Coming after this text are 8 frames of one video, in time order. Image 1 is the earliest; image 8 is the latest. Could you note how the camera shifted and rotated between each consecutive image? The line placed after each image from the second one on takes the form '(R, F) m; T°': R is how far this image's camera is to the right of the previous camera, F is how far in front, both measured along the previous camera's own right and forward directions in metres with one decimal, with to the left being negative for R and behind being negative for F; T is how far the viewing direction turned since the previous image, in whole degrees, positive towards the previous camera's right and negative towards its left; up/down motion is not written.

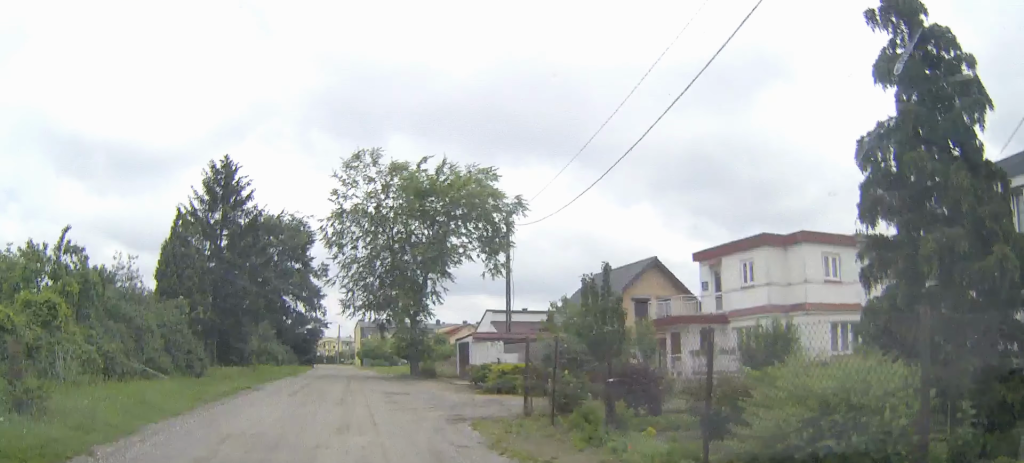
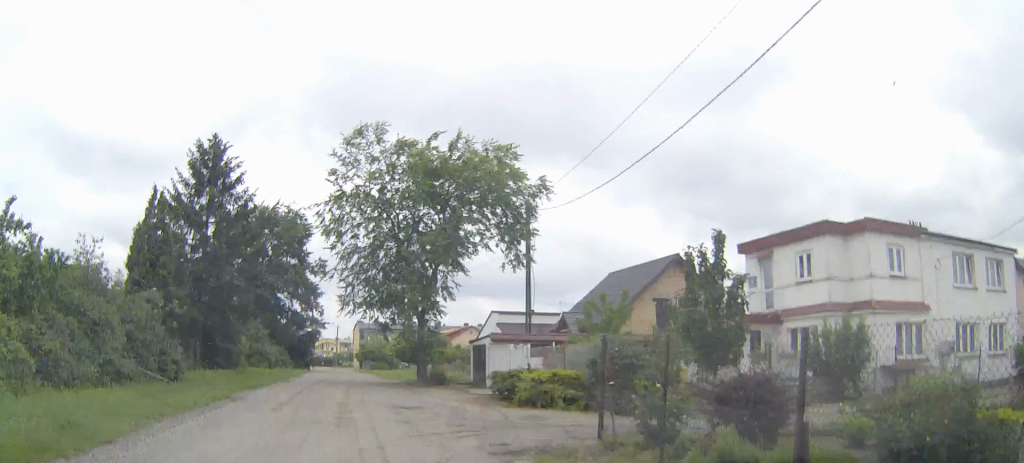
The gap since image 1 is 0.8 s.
(0.0, +4.3) m; 0°
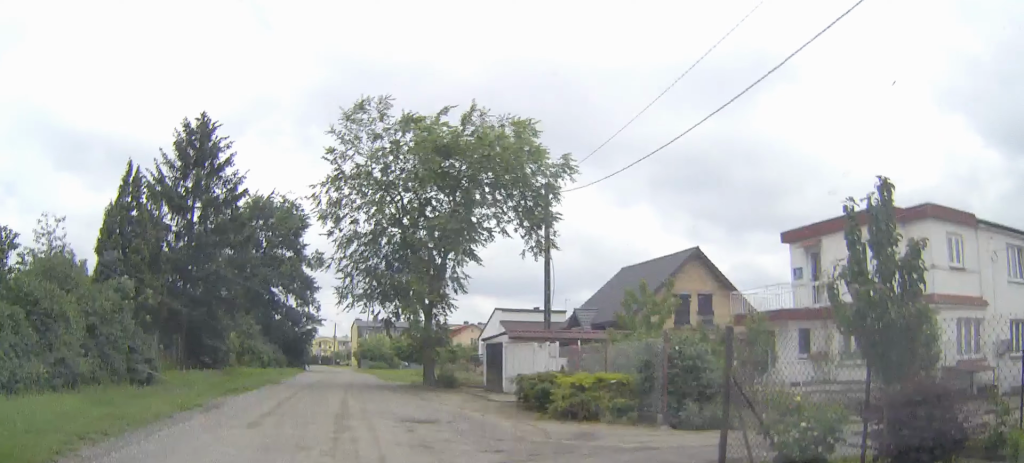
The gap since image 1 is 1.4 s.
(0.0, +3.5) m; 0°
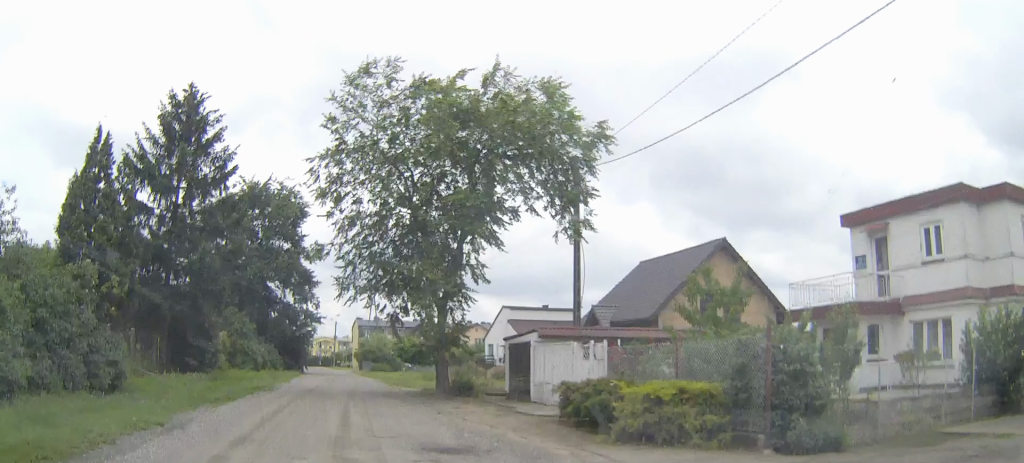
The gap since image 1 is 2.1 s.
(0.0, +3.7) m; 0°
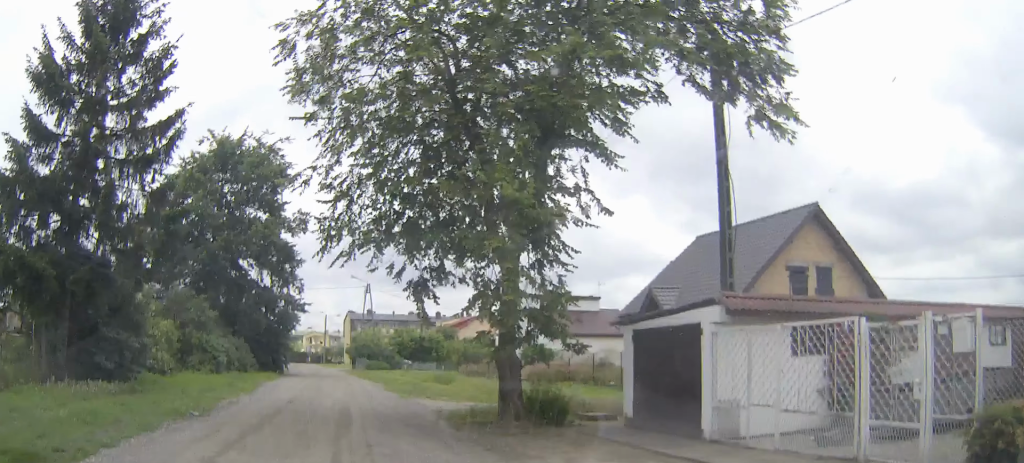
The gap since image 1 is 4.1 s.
(0.0, +11.1) m; 0°
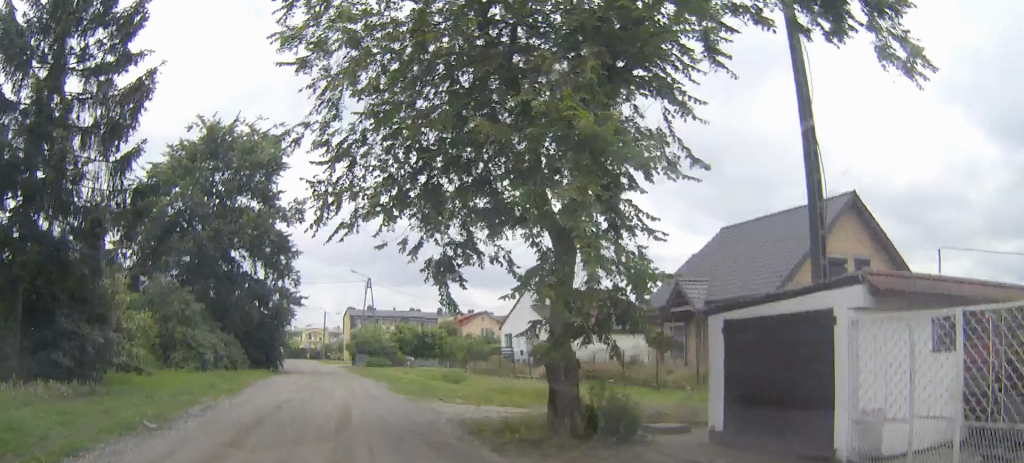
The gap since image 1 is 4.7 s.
(0.0, +3.3) m; 0°
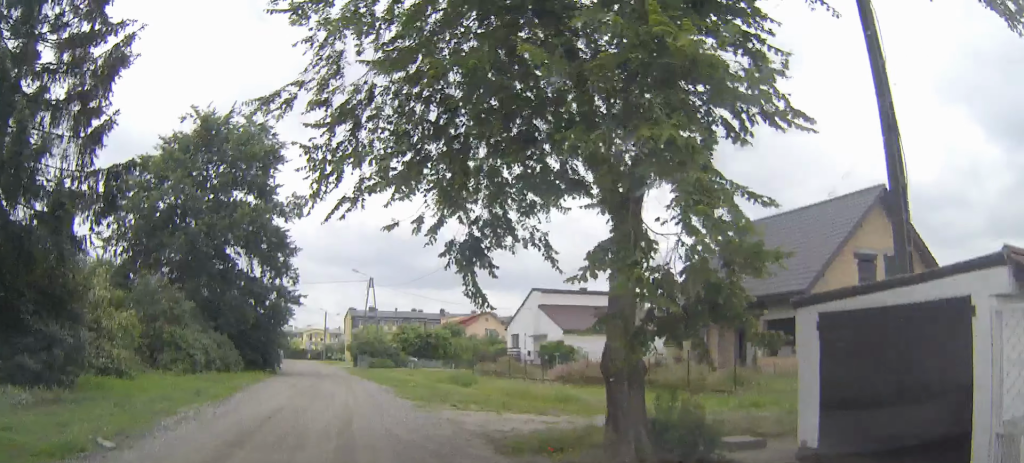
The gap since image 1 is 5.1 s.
(0.0, +2.2) m; 0°
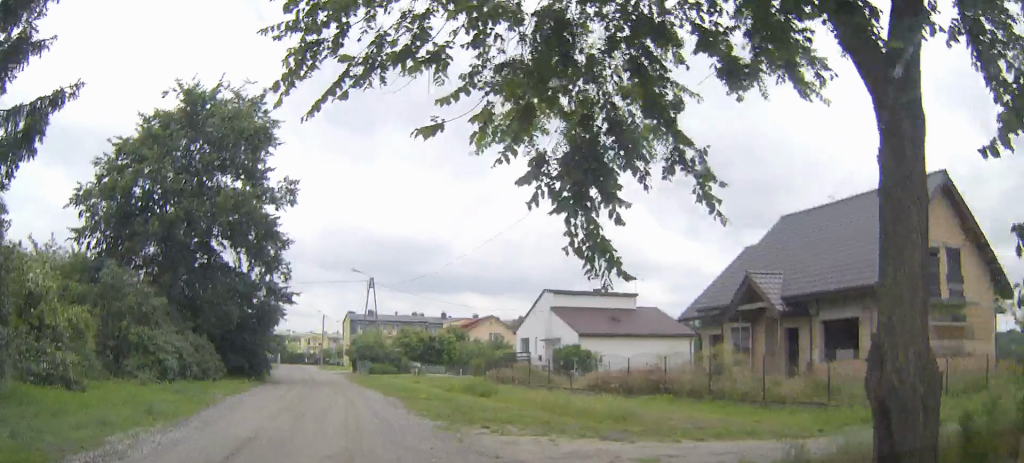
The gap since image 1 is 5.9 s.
(0.0, +4.5) m; 0°
